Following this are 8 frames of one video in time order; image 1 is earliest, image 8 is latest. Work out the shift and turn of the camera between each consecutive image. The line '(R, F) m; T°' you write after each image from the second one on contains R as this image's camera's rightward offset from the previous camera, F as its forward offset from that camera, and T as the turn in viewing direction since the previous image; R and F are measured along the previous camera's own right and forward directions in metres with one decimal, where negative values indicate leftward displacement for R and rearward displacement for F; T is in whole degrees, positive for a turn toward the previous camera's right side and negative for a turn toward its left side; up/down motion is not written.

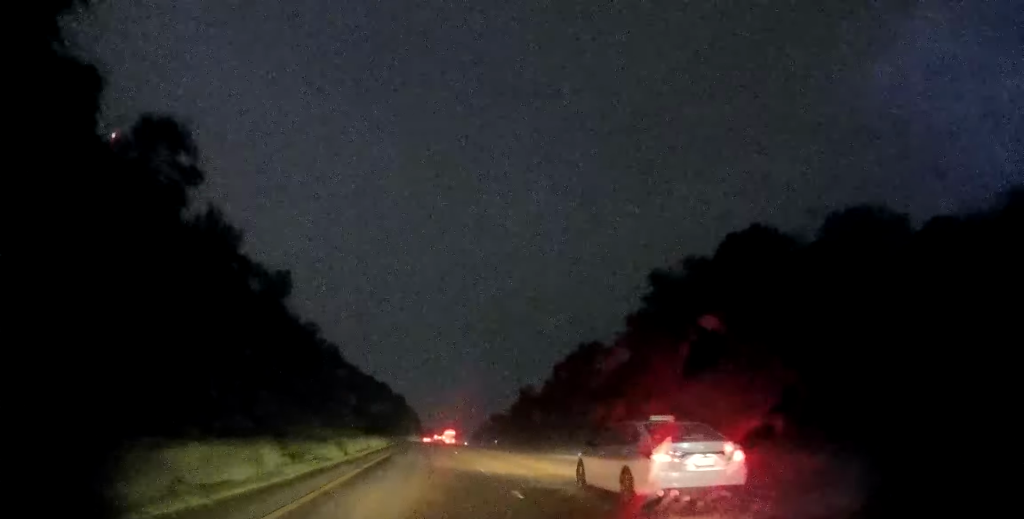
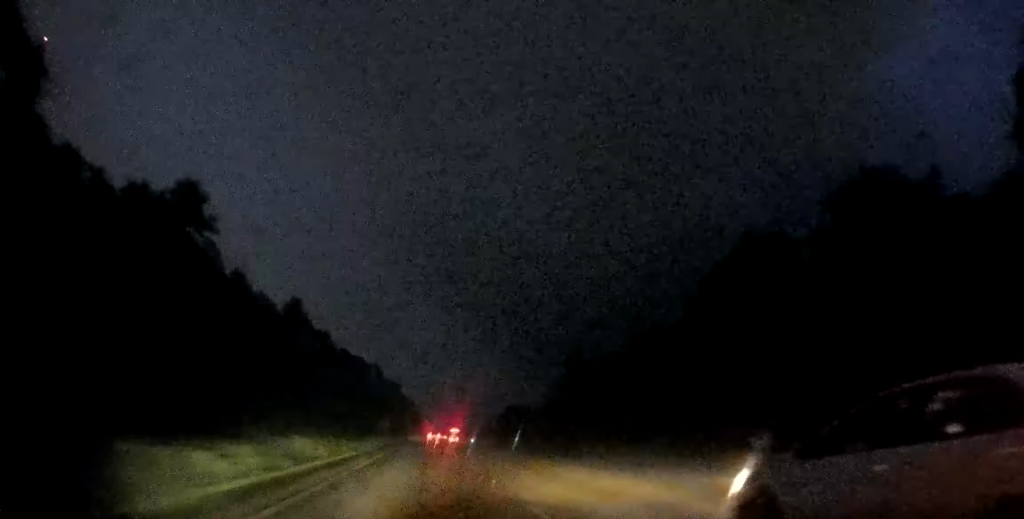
(-0.3, +46.0) m; 0°
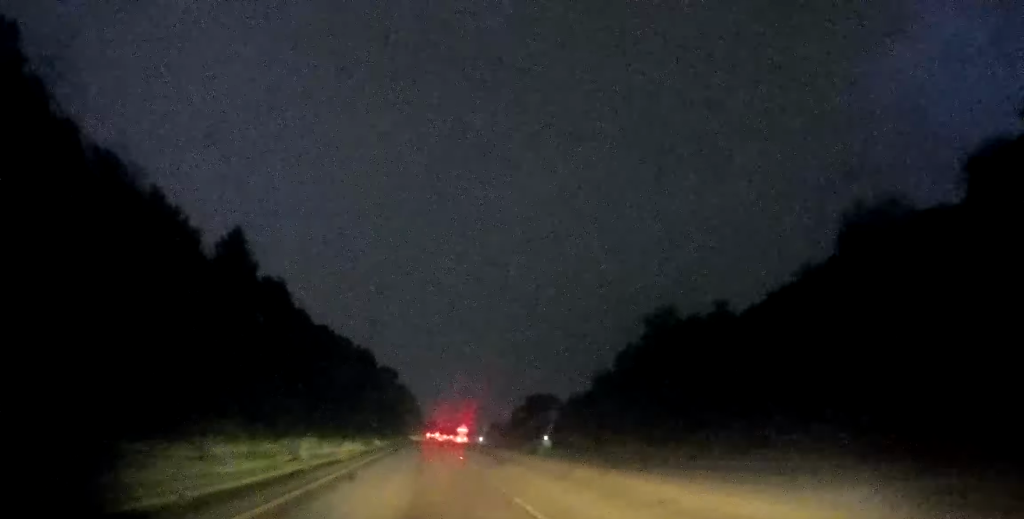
(0.0, +36.4) m; 0°
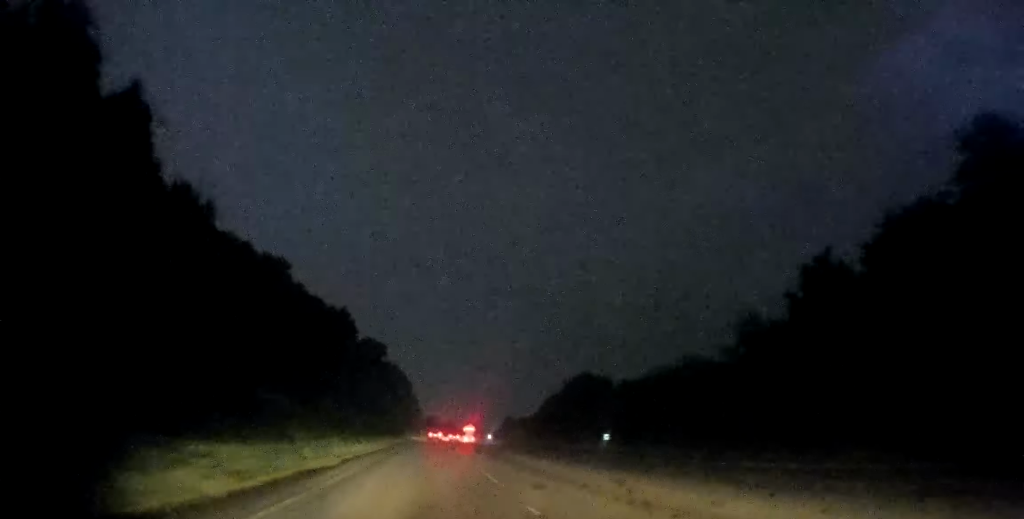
(0.0, +43.0) m; 0°
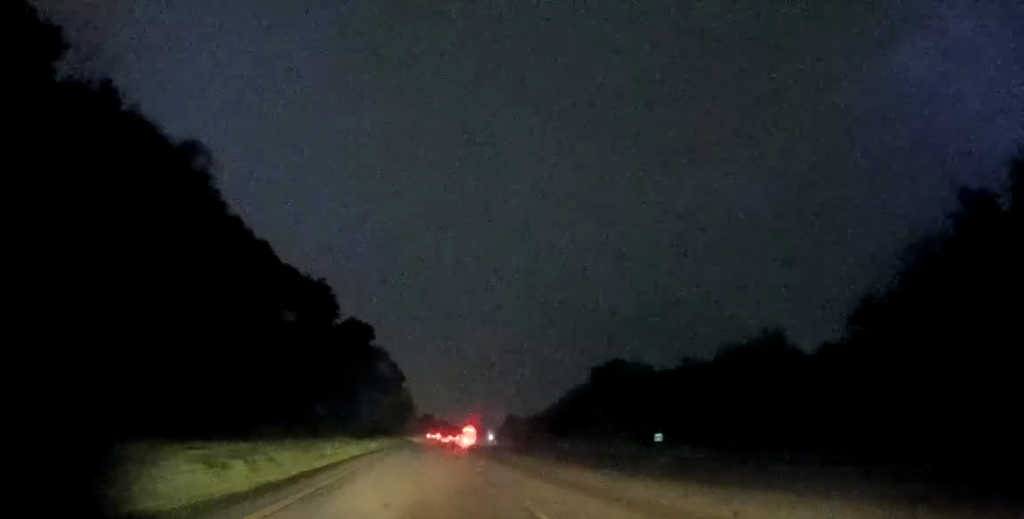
(0.0, +20.4) m; 0°
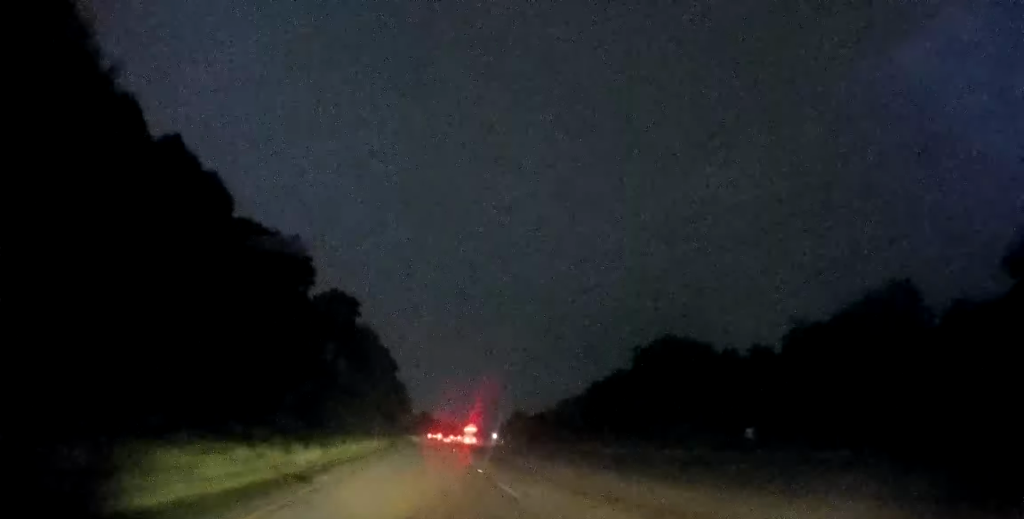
(0.0, +19.4) m; 0°
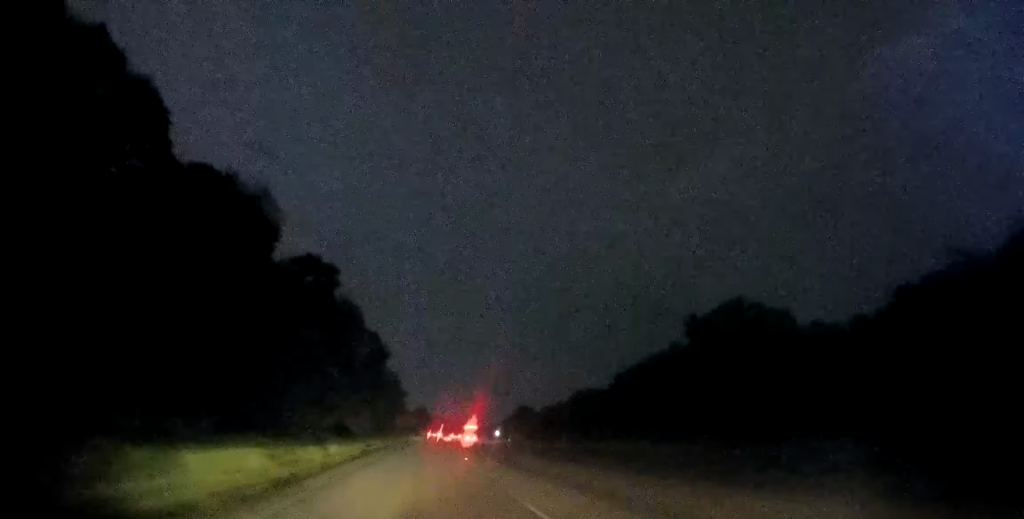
(0.0, +16.1) m; 0°
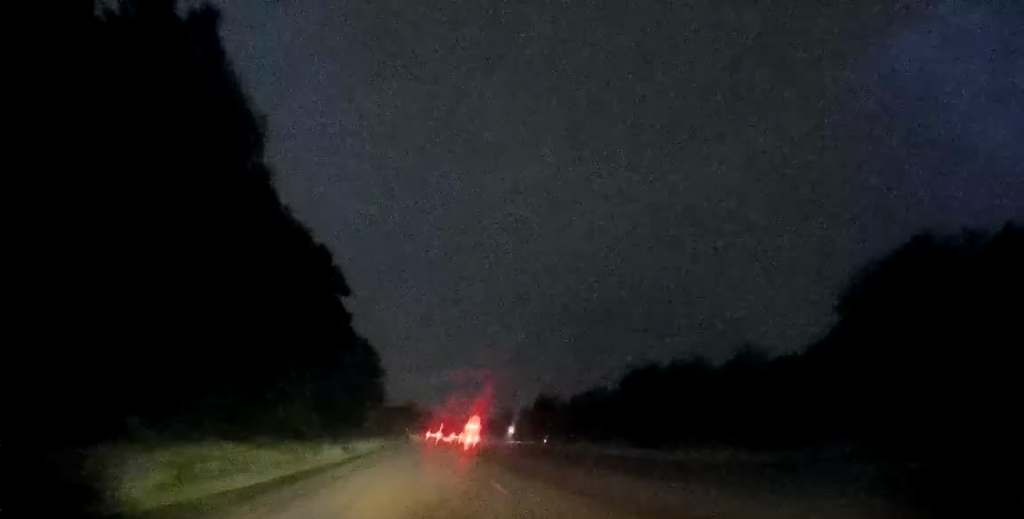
(0.0, +44.0) m; 0°
